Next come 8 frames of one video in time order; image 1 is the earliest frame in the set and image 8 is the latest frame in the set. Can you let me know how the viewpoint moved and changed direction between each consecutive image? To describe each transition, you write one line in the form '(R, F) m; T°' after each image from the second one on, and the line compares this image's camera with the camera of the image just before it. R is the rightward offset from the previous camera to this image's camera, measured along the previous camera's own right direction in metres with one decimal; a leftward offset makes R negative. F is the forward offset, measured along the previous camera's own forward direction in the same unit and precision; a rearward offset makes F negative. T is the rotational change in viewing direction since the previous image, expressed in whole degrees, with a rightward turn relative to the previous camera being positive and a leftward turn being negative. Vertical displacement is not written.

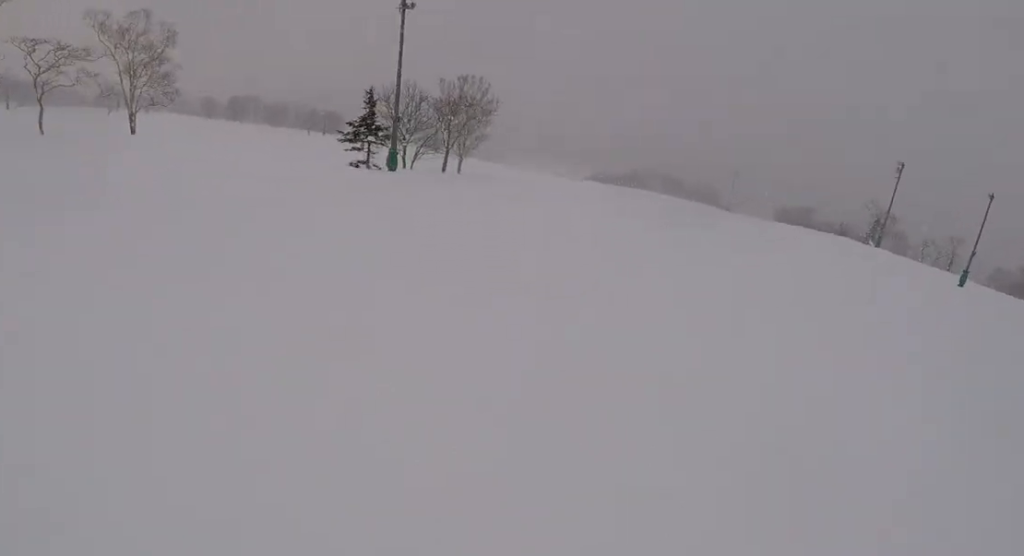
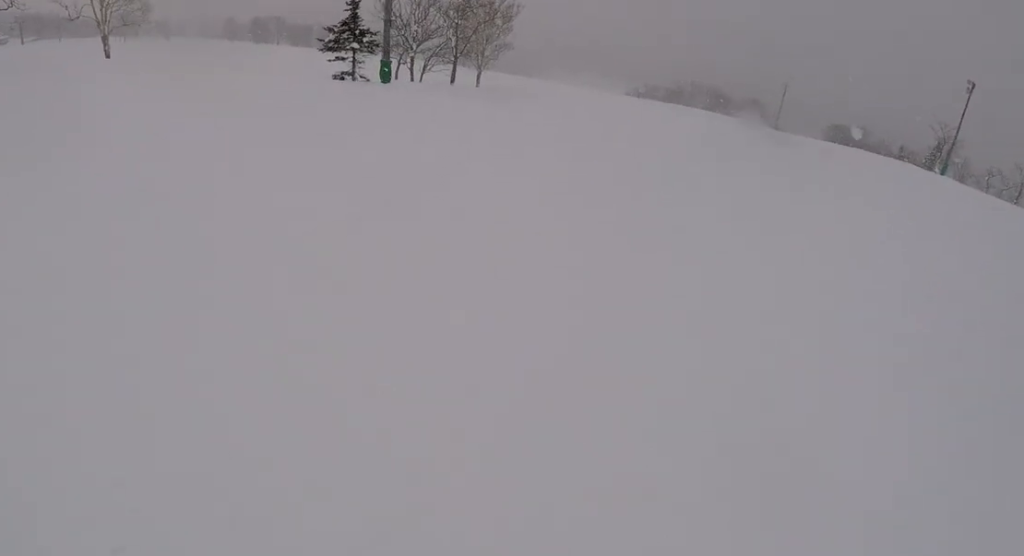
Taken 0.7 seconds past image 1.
(-0.5, +7.2) m; -4°
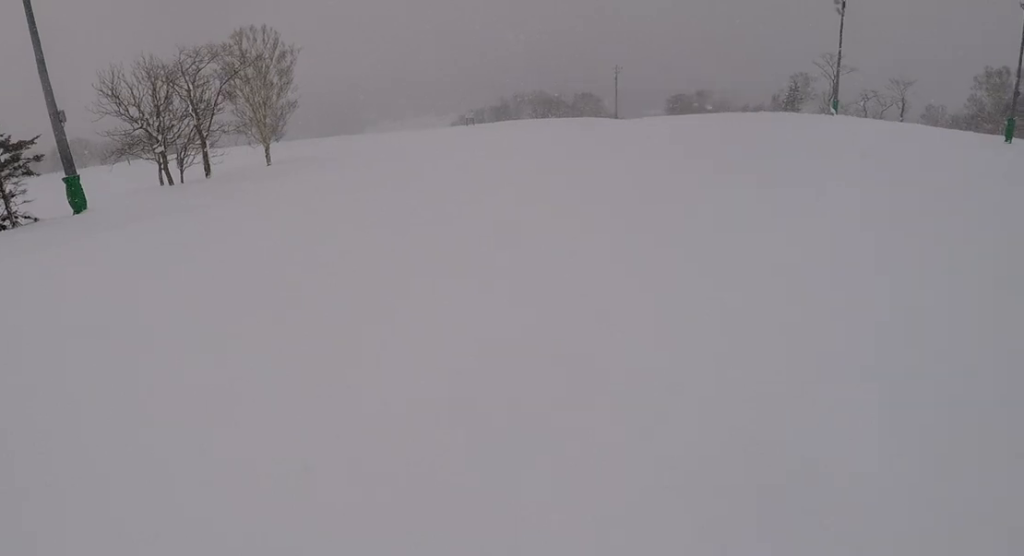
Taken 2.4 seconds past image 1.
(+1.3, +17.8) m; 0°
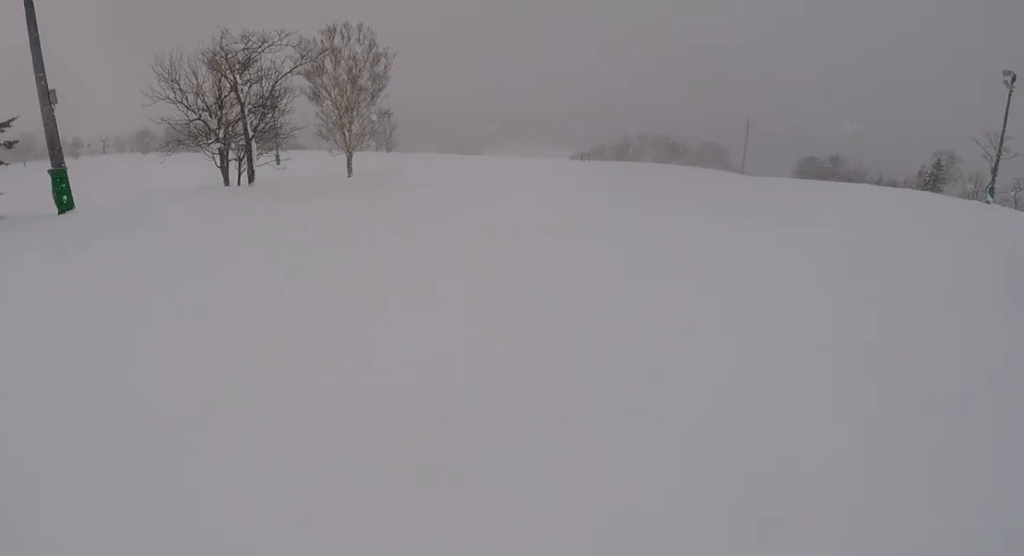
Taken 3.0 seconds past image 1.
(-0.8, +6.8) m; -6°
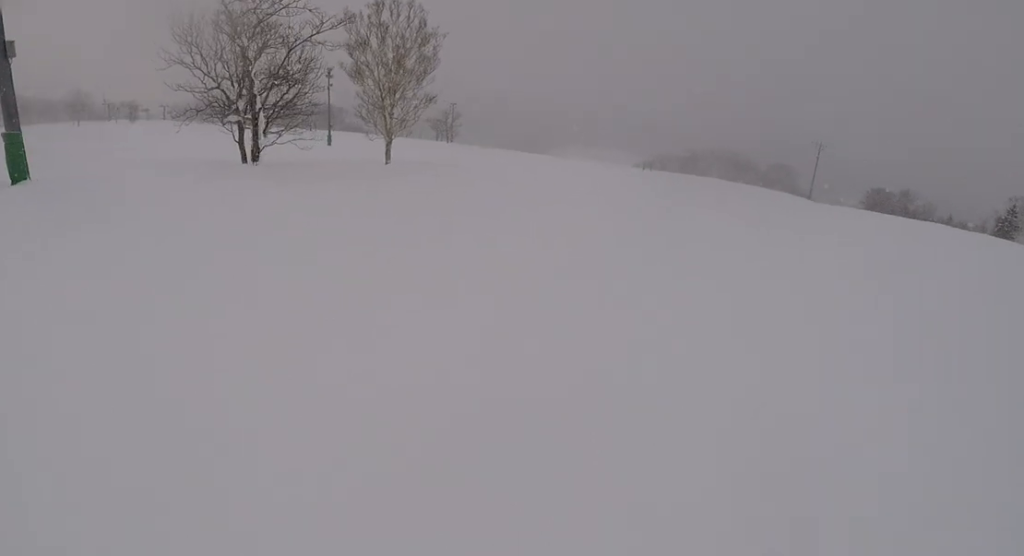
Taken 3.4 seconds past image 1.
(-0.4, +4.3) m; -4°
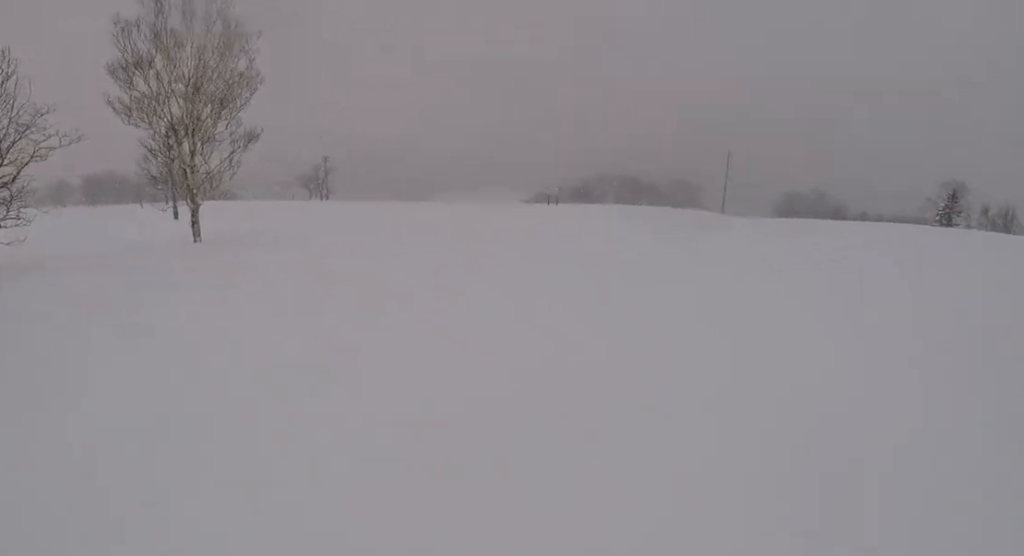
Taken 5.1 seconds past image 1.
(+1.1, +17.5) m; +5°
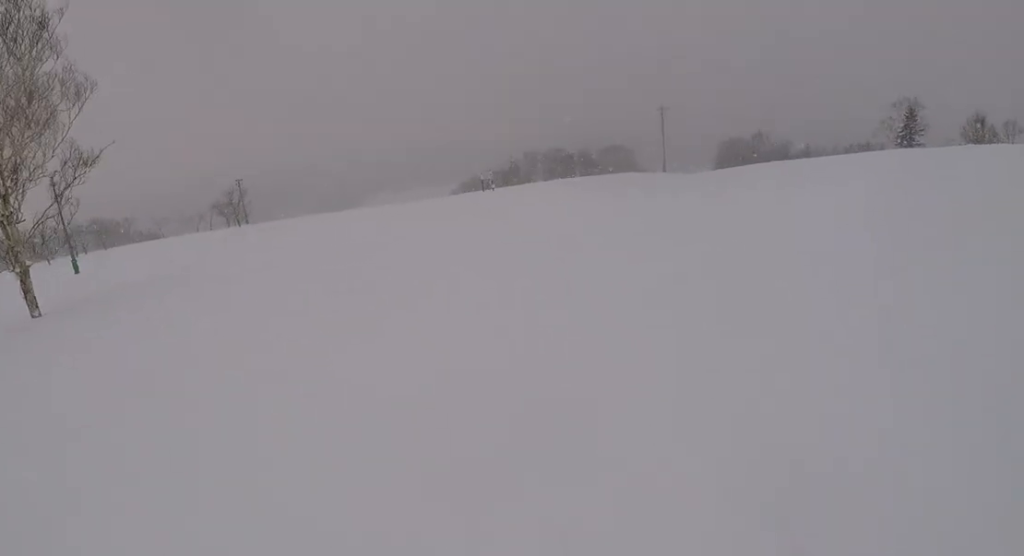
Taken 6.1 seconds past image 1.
(-0.2, +9.3) m; -1°
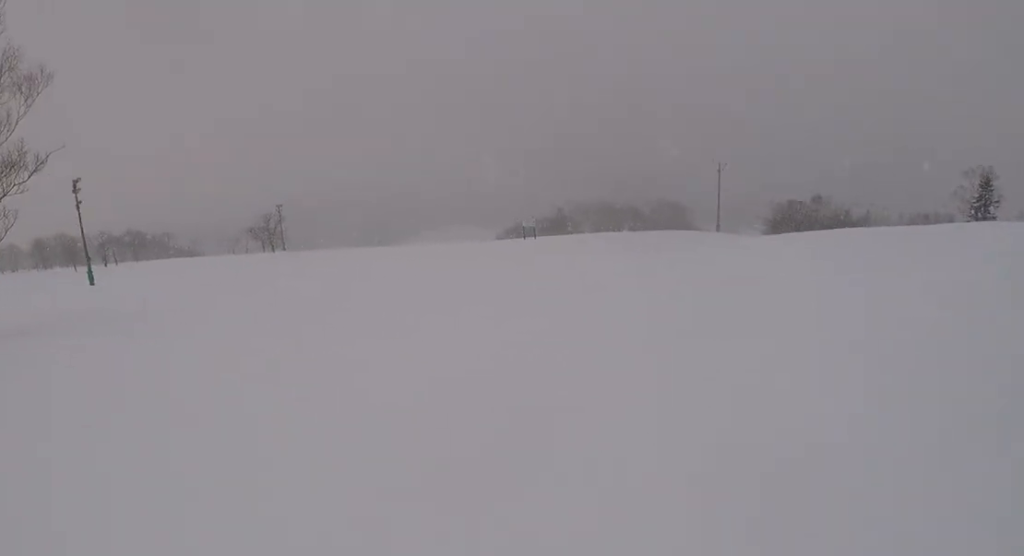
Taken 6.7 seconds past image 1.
(-0.2, +6.2) m; -2°
